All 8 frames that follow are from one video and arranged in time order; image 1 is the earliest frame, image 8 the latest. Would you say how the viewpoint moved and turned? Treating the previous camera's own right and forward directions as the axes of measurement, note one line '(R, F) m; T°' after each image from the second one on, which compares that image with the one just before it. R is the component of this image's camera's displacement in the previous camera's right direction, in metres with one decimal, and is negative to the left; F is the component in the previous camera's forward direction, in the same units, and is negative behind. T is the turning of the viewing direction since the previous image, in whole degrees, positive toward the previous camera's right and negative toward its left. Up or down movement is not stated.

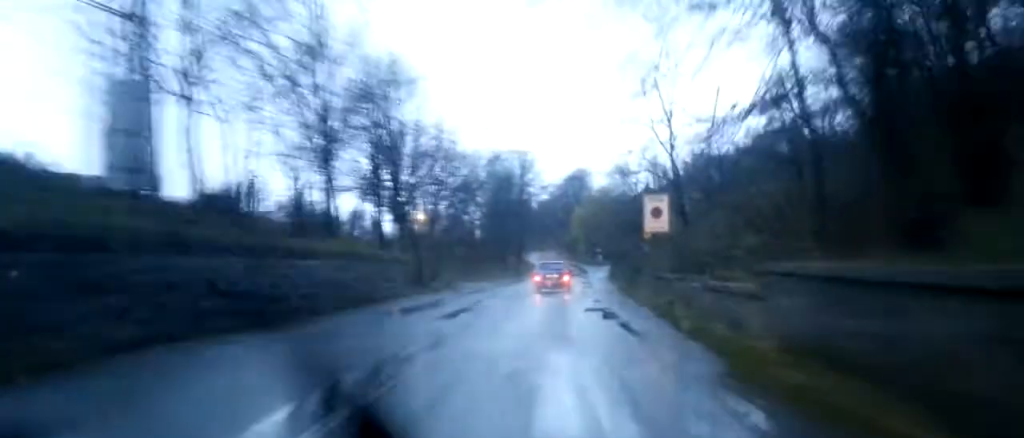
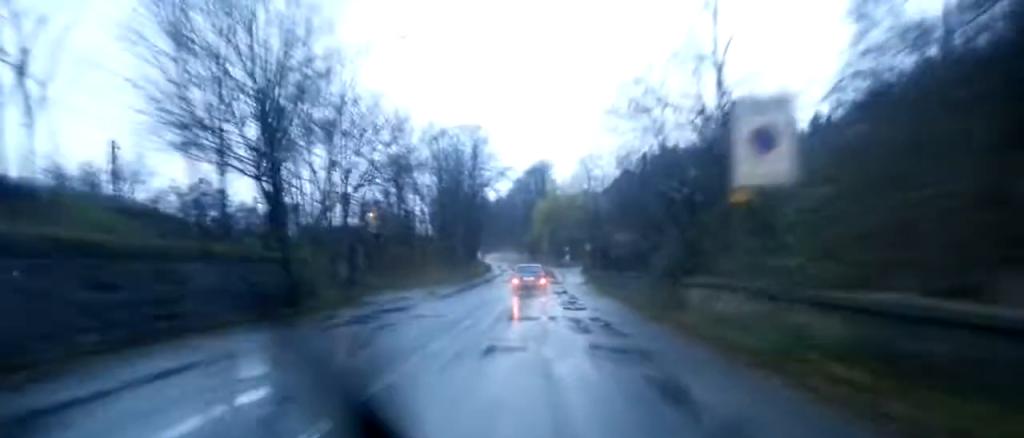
(+1.2, +18.7) m; +5°
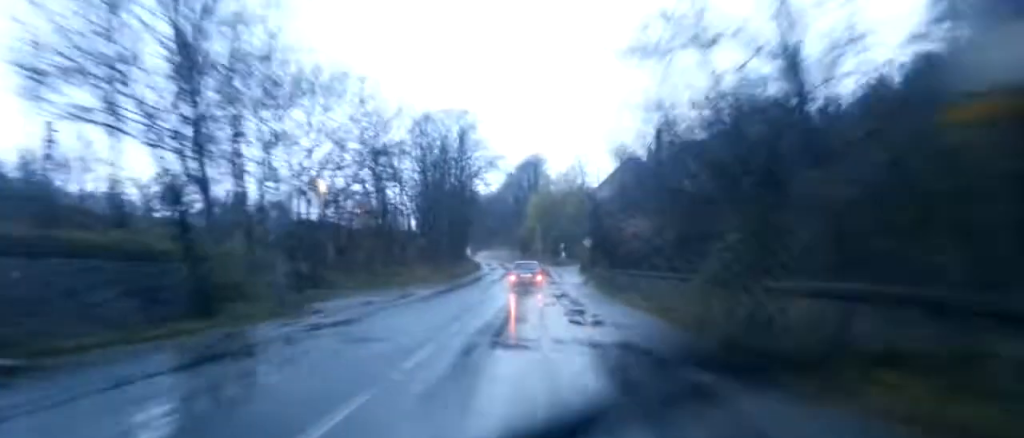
(+0.4, +7.2) m; +1°
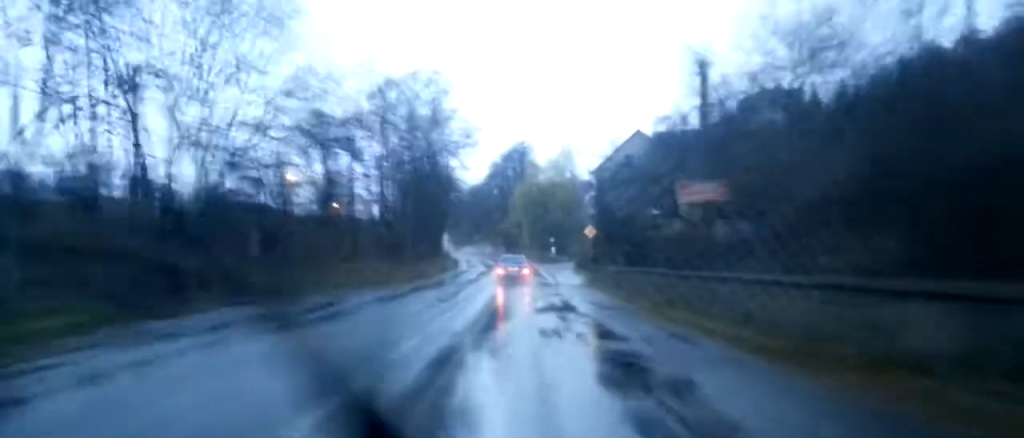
(-0.5, +12.9) m; -1°
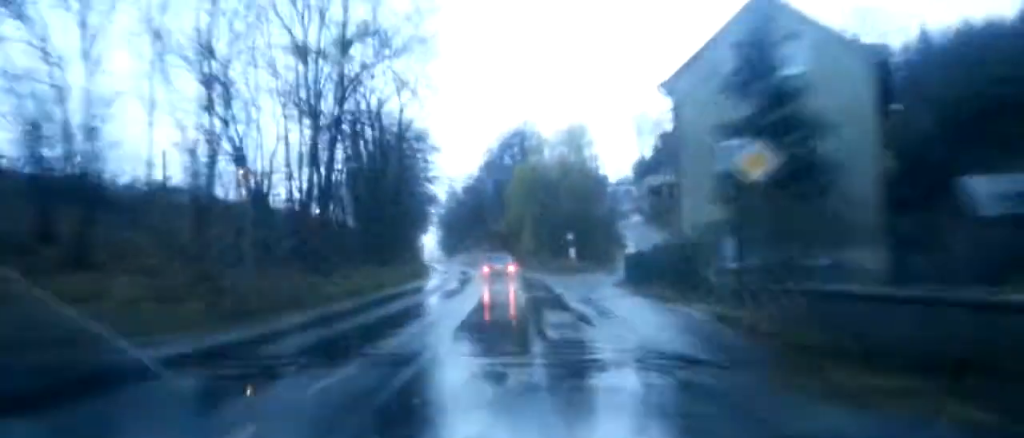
(+0.5, +31.2) m; 0°
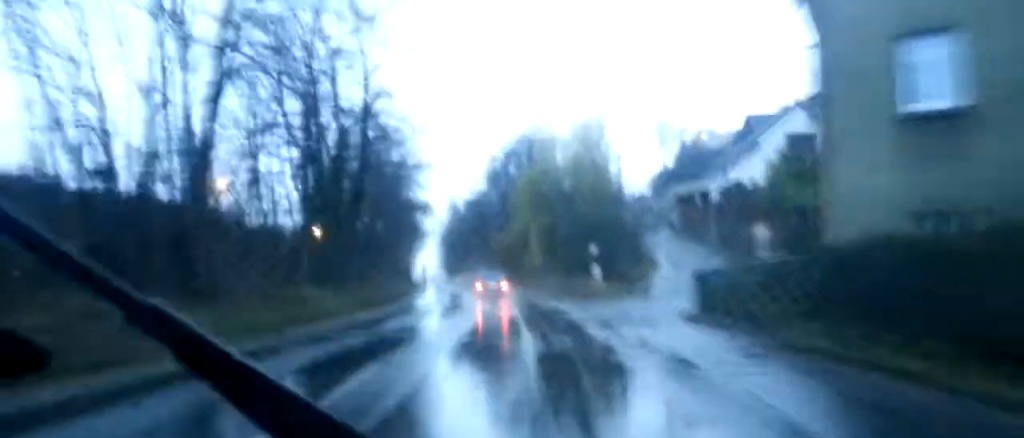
(-0.1, +13.8) m; 0°
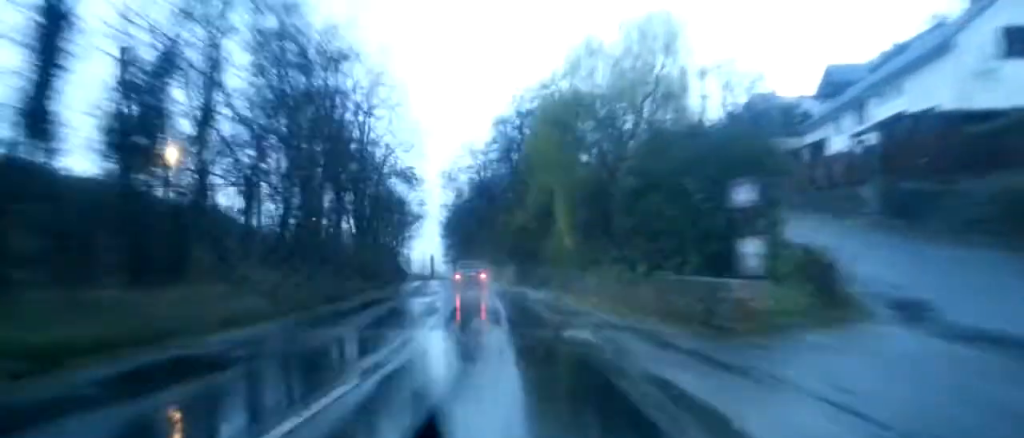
(+0.1, +25.6) m; 0°
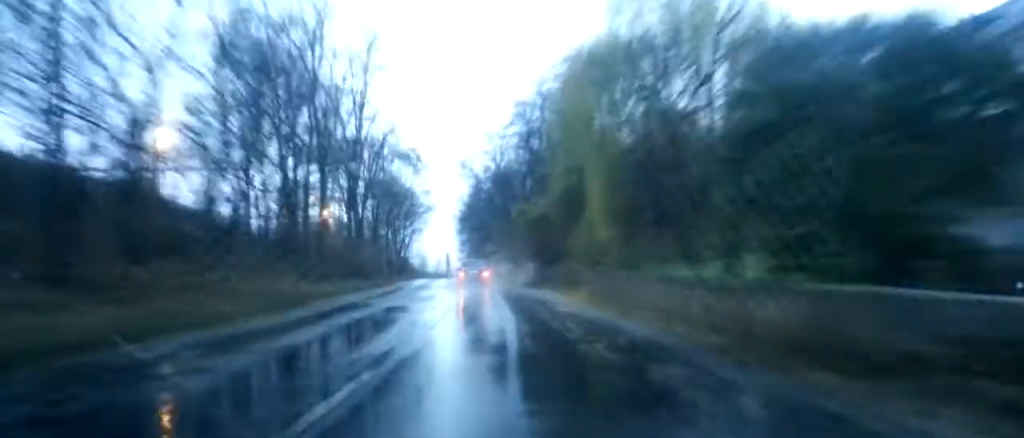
(-0.2, +9.1) m; -1°
